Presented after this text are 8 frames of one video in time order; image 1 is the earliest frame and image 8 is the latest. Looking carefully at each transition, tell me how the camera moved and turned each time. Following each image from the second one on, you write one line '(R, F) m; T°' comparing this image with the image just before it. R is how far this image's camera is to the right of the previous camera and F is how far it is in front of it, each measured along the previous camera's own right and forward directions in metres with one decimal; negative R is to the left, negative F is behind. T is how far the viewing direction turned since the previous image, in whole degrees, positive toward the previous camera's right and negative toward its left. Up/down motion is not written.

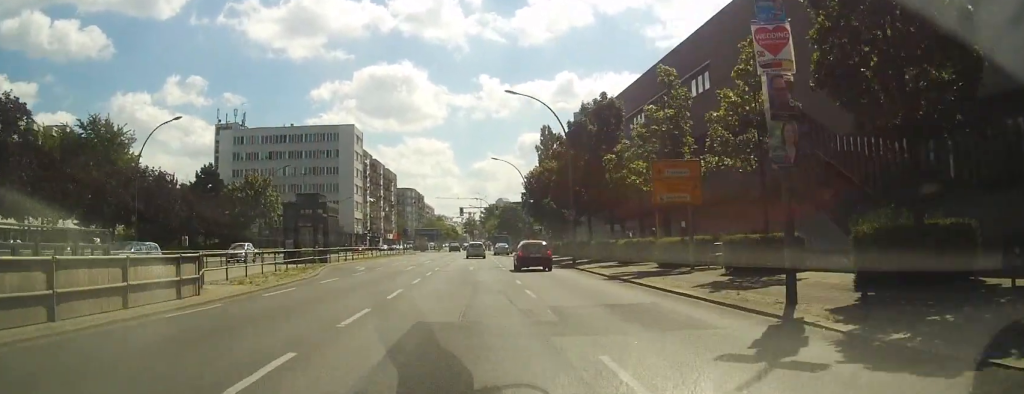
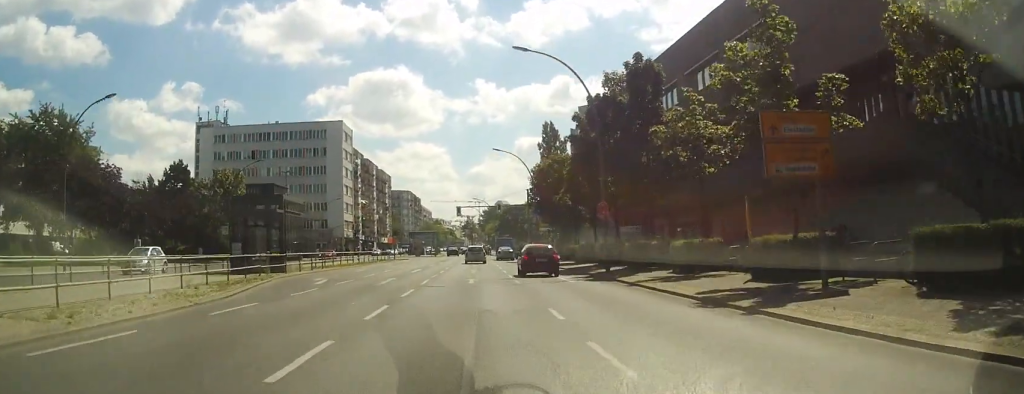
(+0.1, +9.8) m; +1°
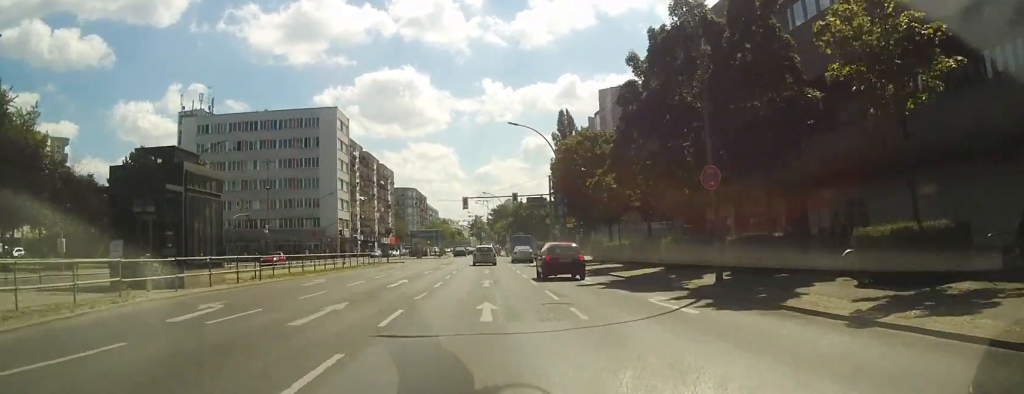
(+0.1, +12.9) m; -1°
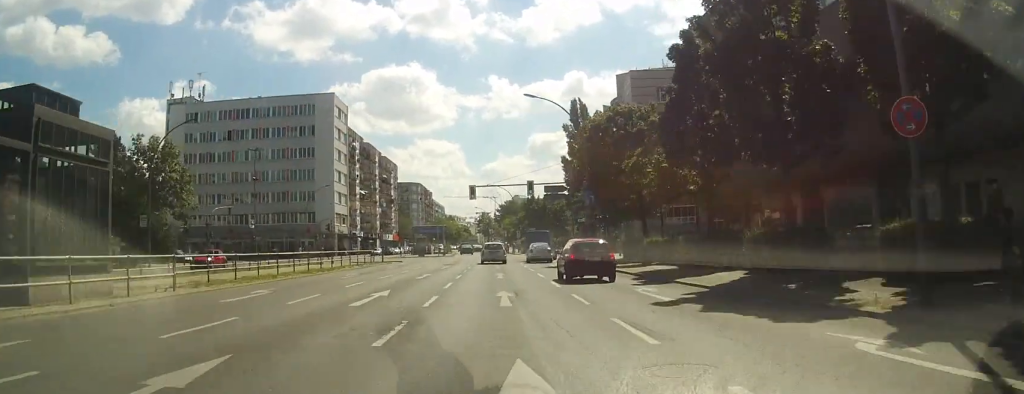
(0.0, +8.7) m; -1°
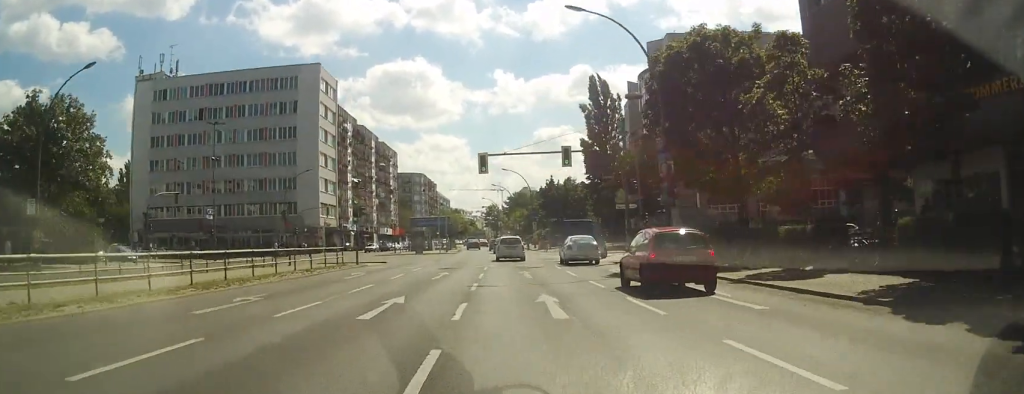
(-0.4, +17.1) m; -1°
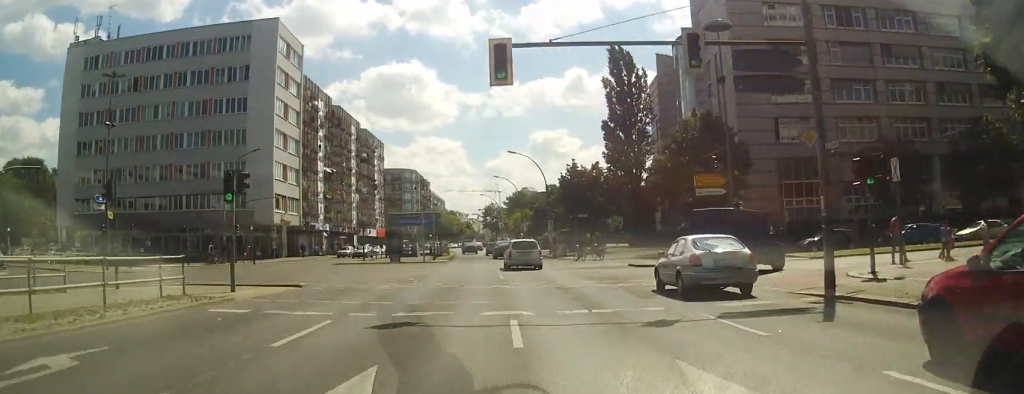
(+0.3, +19.8) m; +1°
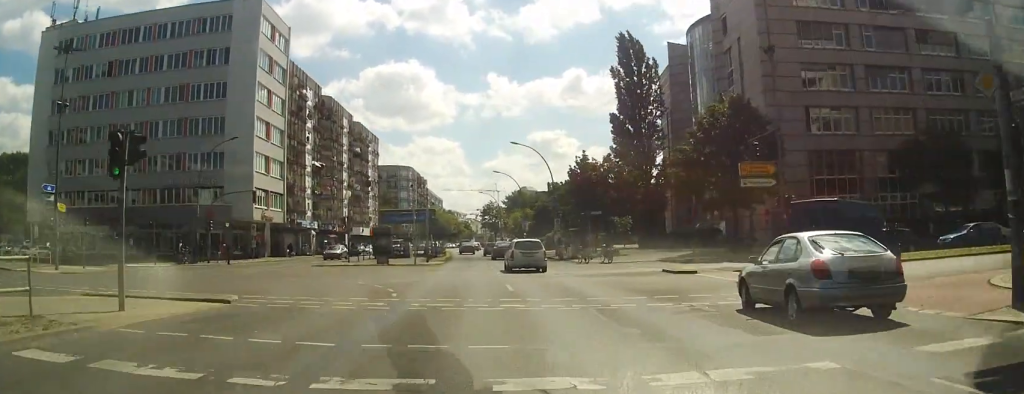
(0.0, +6.1) m; 0°
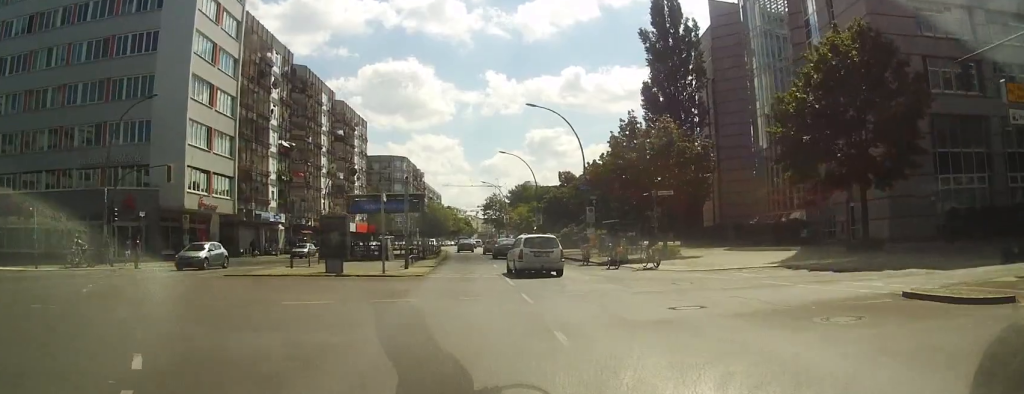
(0.0, +16.0) m; 0°
